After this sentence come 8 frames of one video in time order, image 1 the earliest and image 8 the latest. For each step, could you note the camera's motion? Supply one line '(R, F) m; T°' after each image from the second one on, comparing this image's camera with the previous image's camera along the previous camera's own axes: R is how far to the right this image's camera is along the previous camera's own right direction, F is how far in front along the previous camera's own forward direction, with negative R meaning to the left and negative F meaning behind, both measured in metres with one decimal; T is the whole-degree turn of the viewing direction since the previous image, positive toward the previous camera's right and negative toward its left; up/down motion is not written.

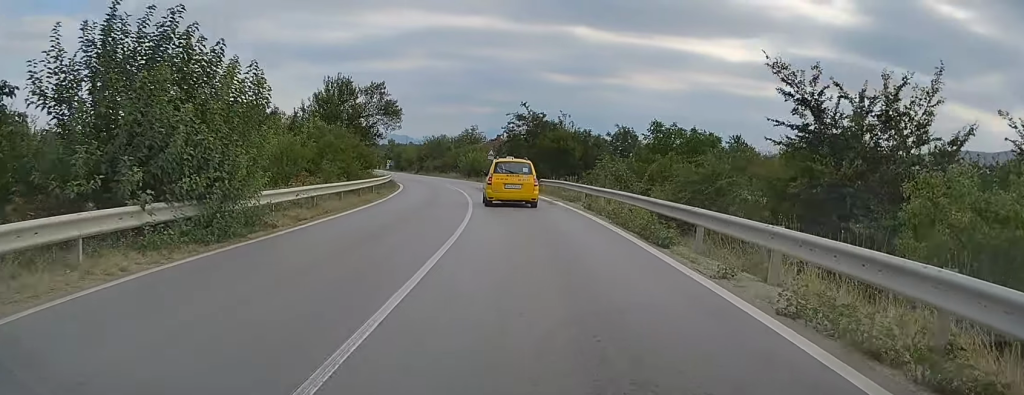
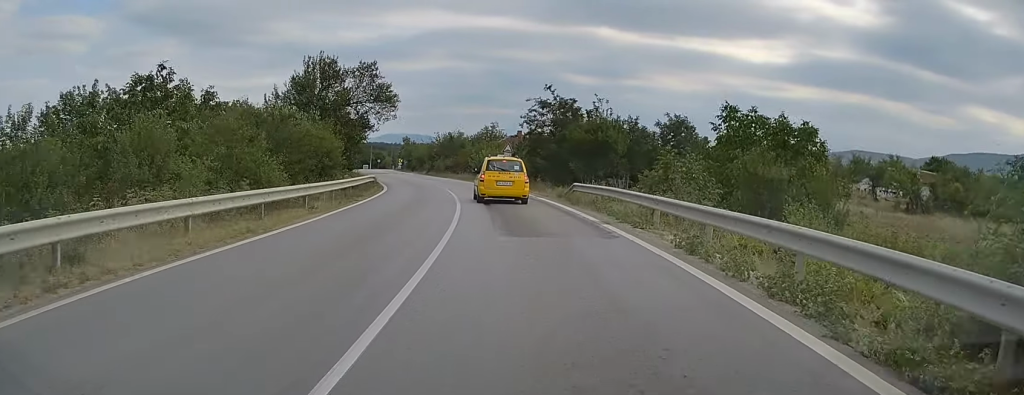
(-0.3, +12.7) m; -3°
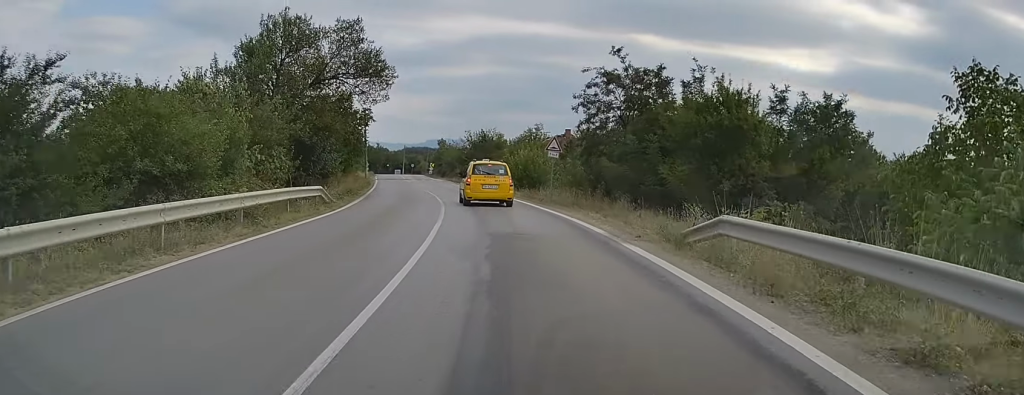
(-0.6, +17.1) m; -3°
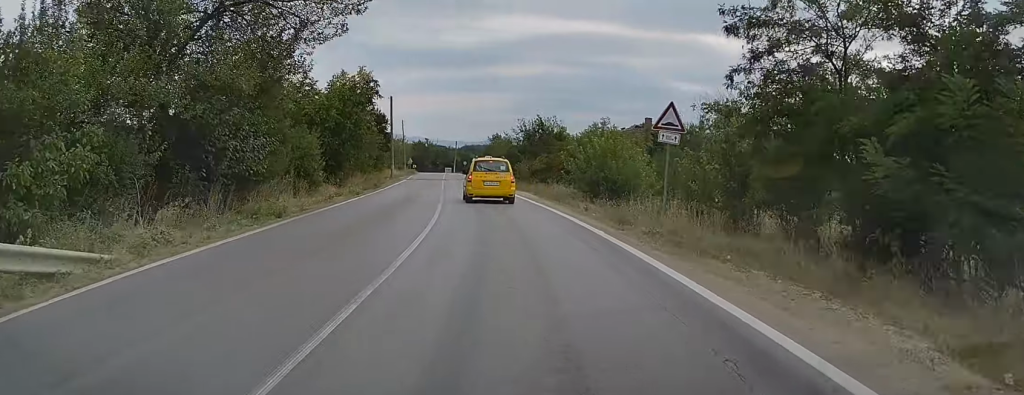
(-0.6, +17.1) m; -4°
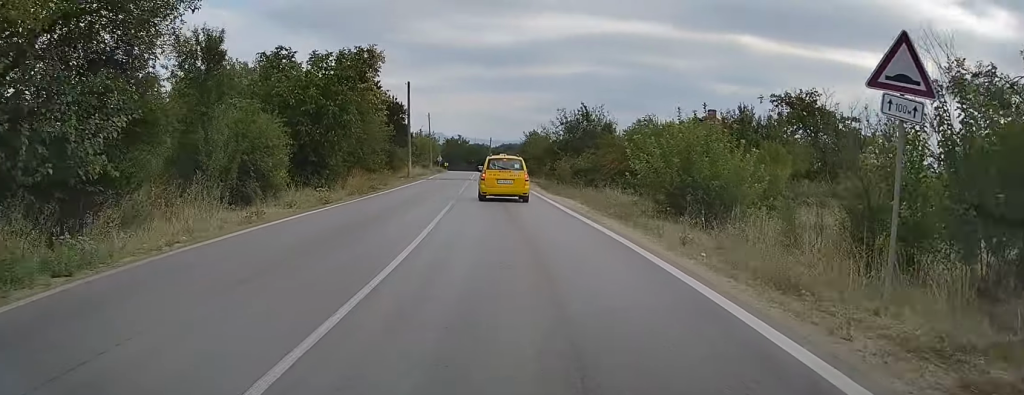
(-0.2, +10.0) m; -3°
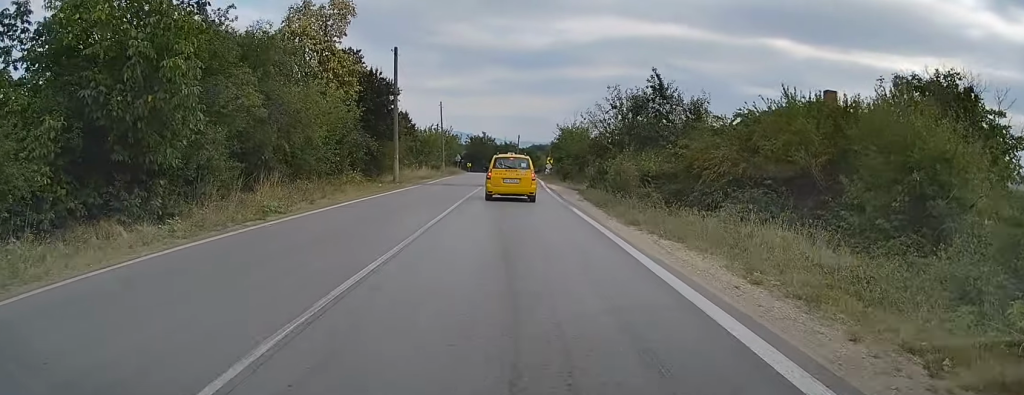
(-0.6, +16.8) m; -2°
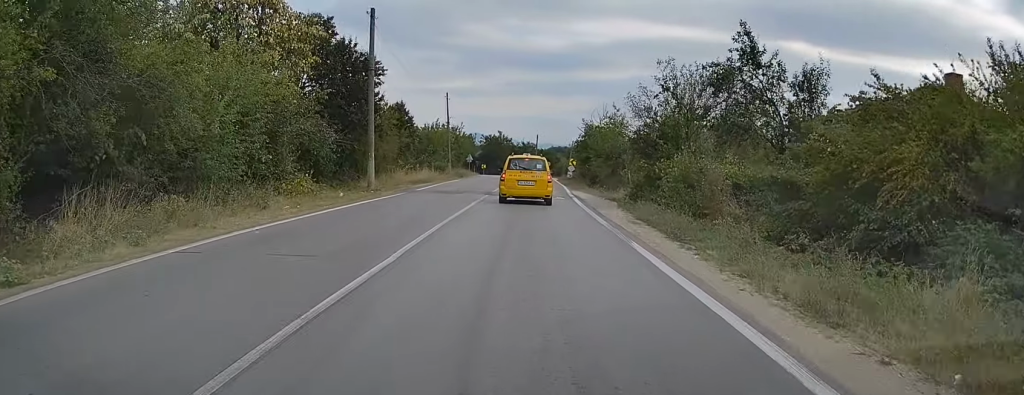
(-0.1, +10.2) m; -1°
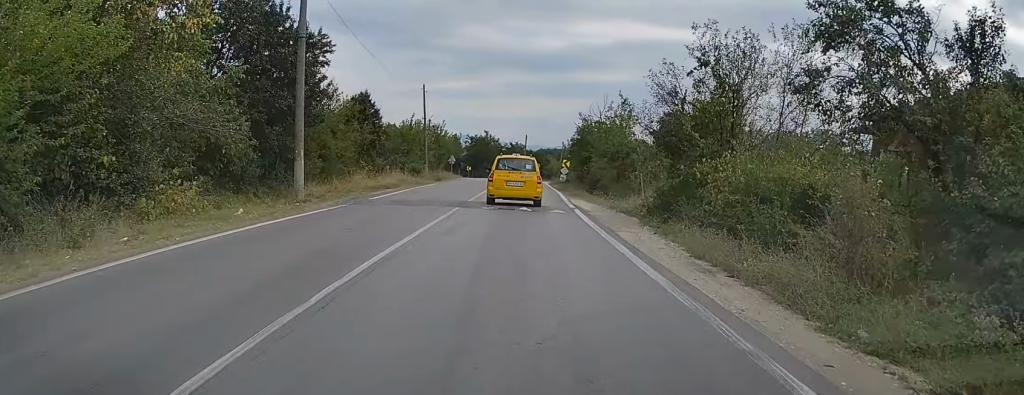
(-0.1, +8.1) m; 0°
